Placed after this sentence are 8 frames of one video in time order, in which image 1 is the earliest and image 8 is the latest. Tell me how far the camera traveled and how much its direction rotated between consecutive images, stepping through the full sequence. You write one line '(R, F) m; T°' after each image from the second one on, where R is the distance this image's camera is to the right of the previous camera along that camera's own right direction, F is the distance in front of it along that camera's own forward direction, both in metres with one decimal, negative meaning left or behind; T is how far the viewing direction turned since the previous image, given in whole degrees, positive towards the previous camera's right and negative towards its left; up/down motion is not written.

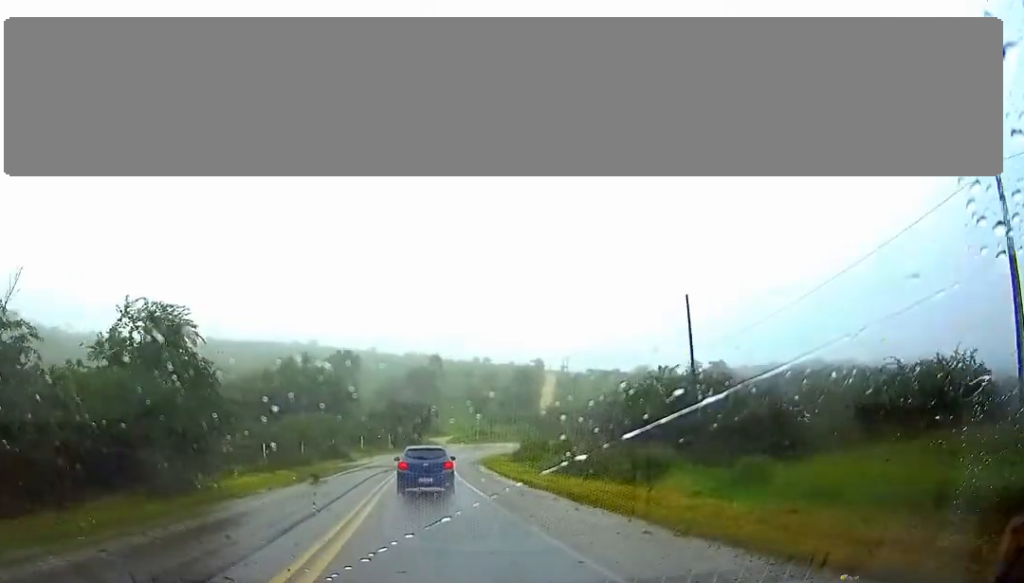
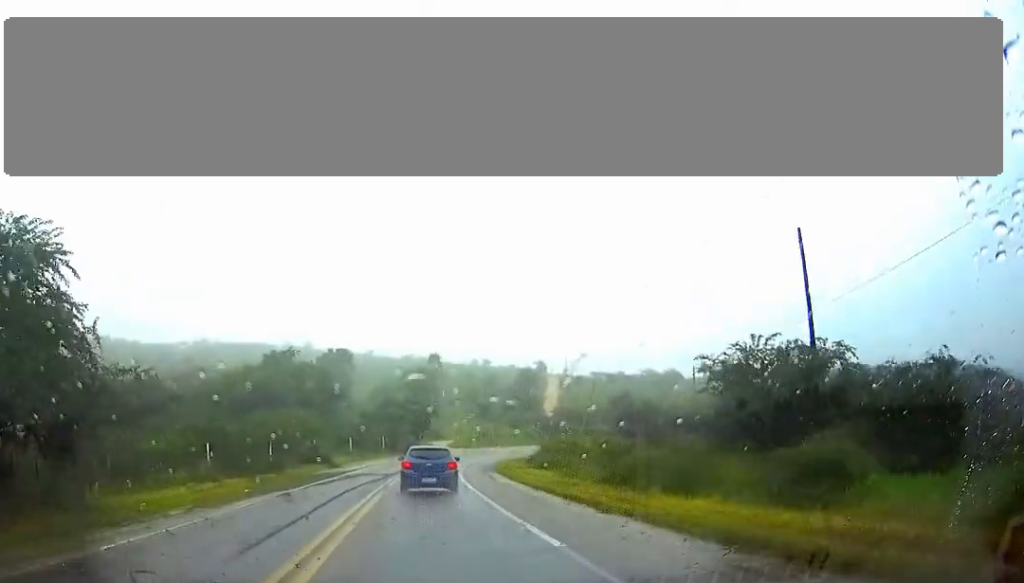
(0.0, +12.0) m; 0°
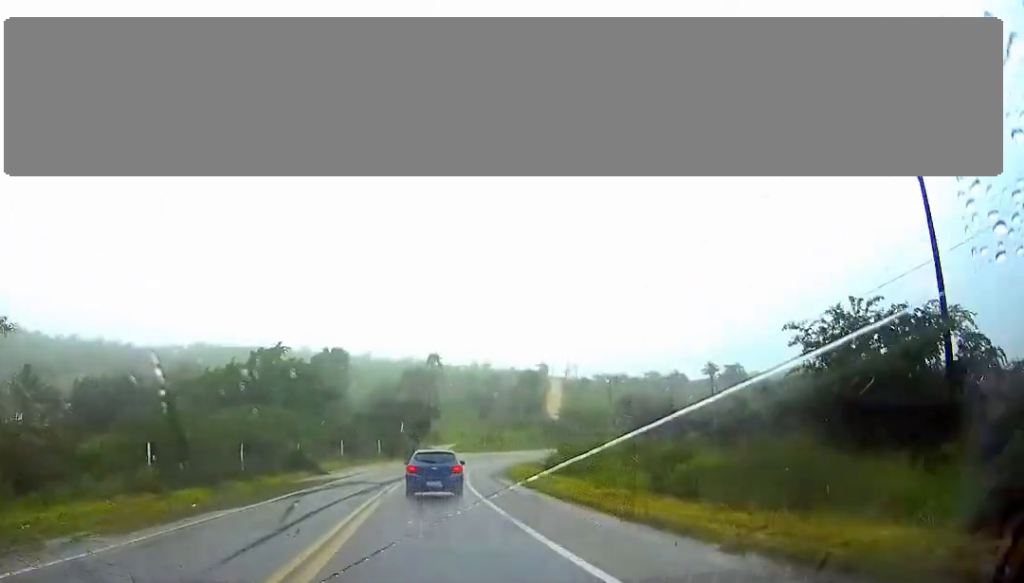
(0.0, +7.5) m; 0°
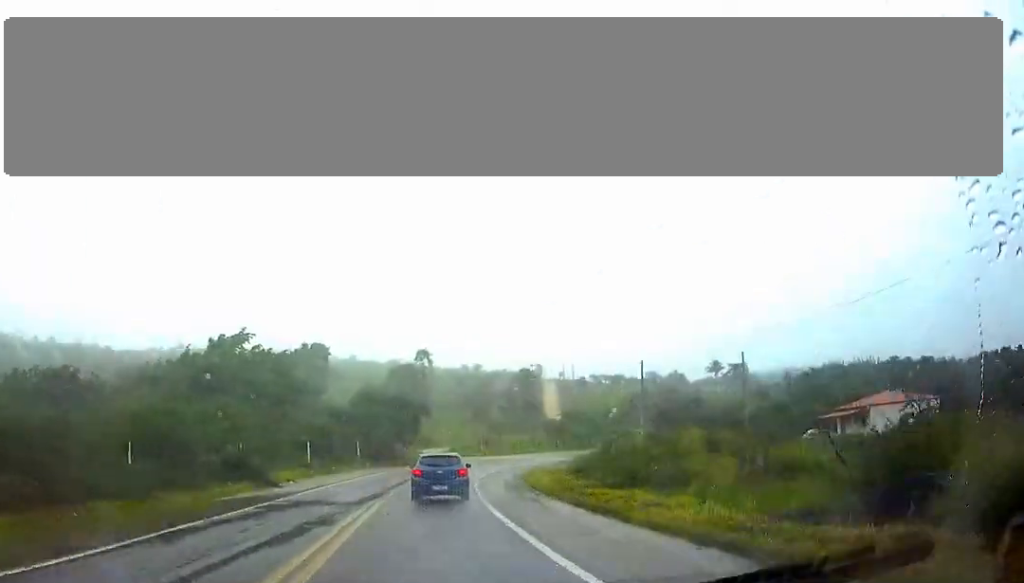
(0.0, +14.1) m; +1°
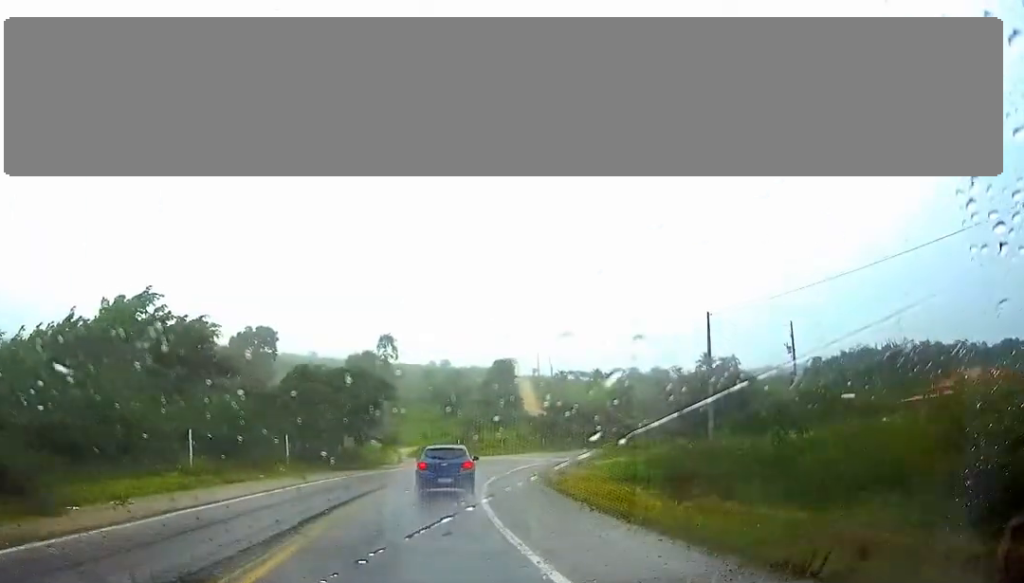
(+0.5, +20.6) m; +3°
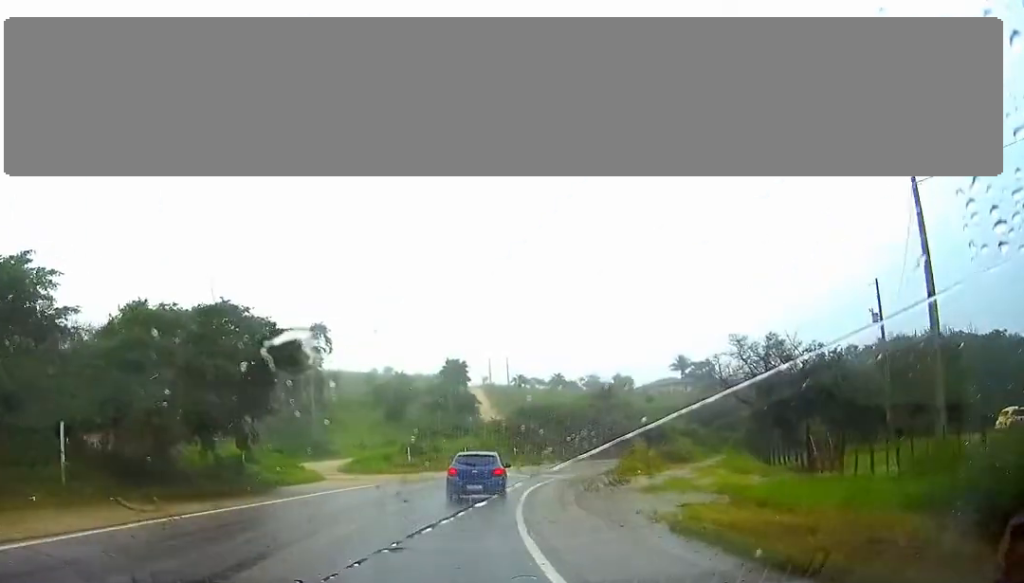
(+0.8, +23.1) m; +5°
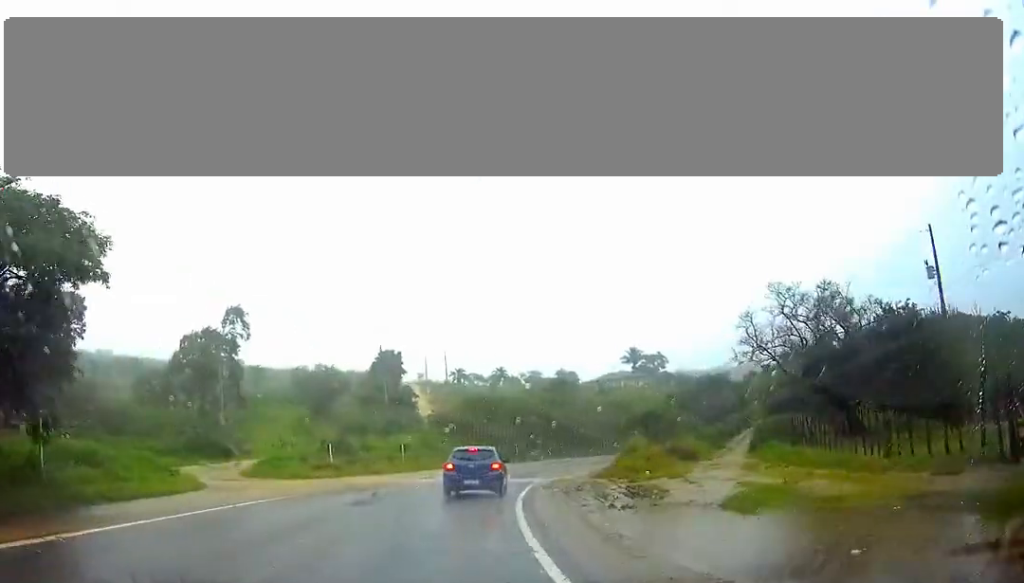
(+0.5, +13.3) m; +4°
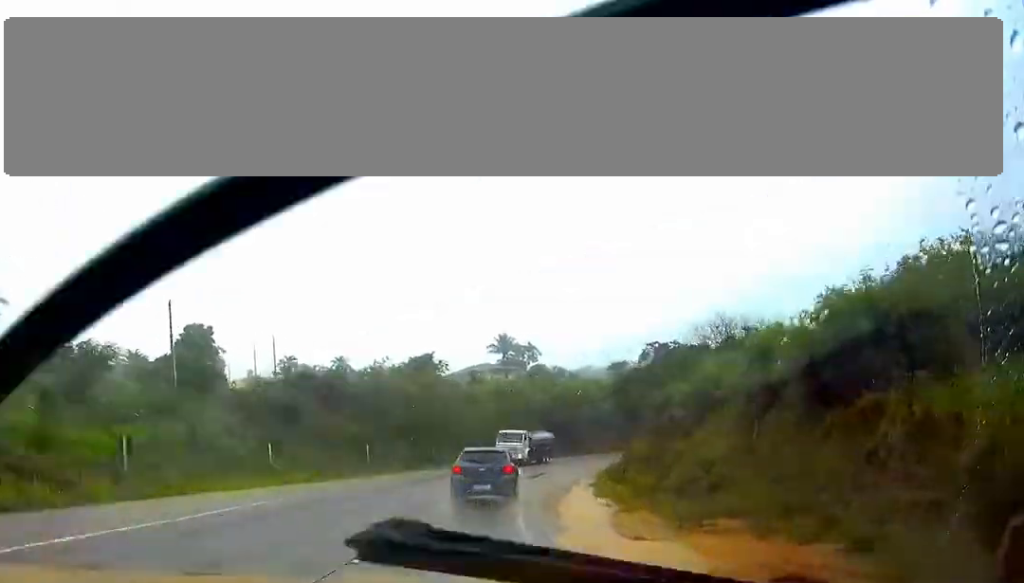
(+3.2, +32.3) m; +12°
